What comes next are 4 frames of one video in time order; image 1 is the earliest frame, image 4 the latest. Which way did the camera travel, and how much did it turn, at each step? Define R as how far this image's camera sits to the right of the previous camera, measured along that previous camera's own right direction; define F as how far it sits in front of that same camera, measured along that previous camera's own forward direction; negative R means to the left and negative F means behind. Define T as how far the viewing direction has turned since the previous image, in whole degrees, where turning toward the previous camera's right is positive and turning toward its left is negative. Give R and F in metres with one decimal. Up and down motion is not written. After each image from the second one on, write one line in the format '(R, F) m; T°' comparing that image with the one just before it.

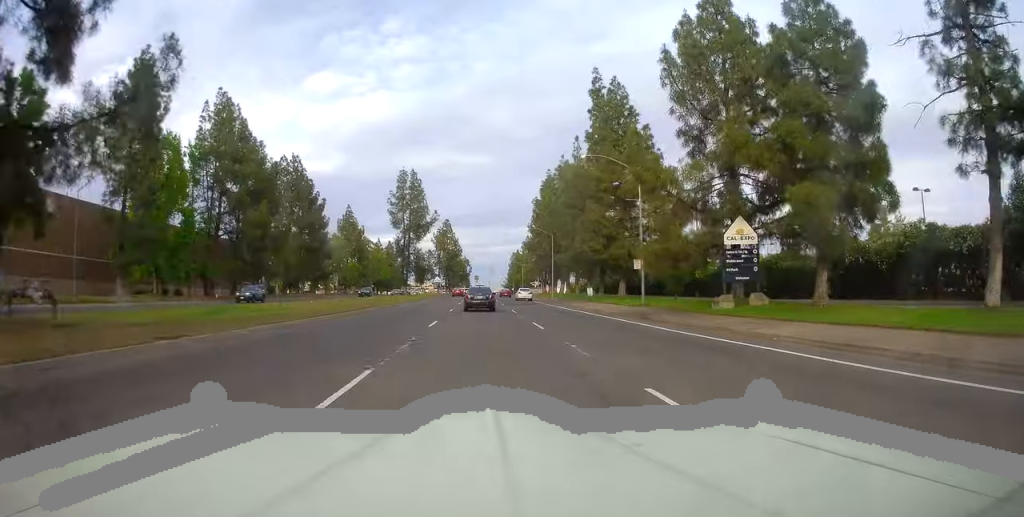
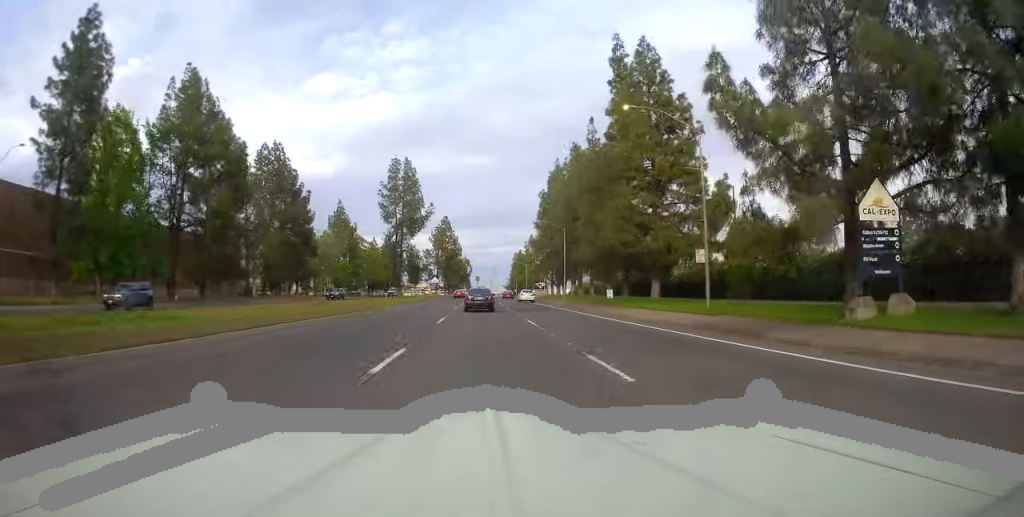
(+0.1, +11.0) m; 0°
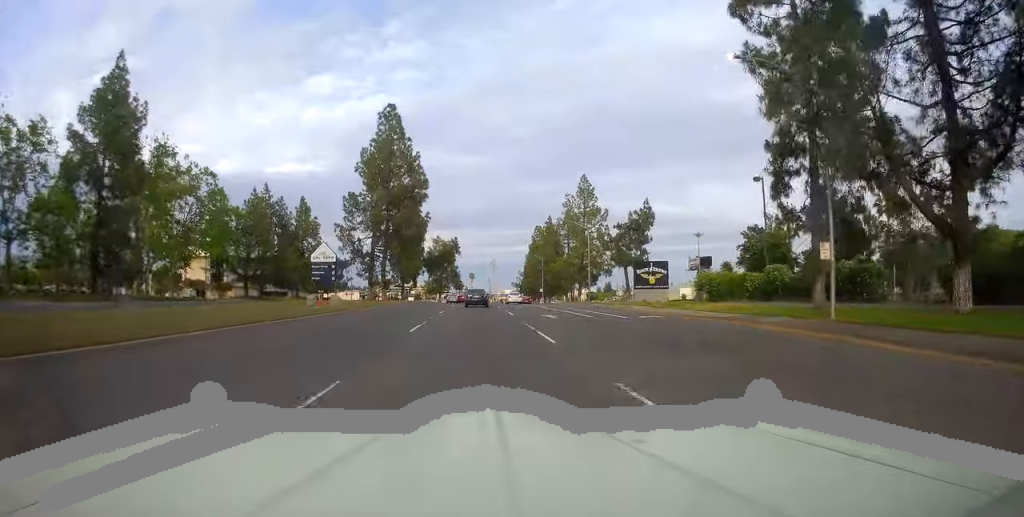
(-0.8, +96.9) m; 0°
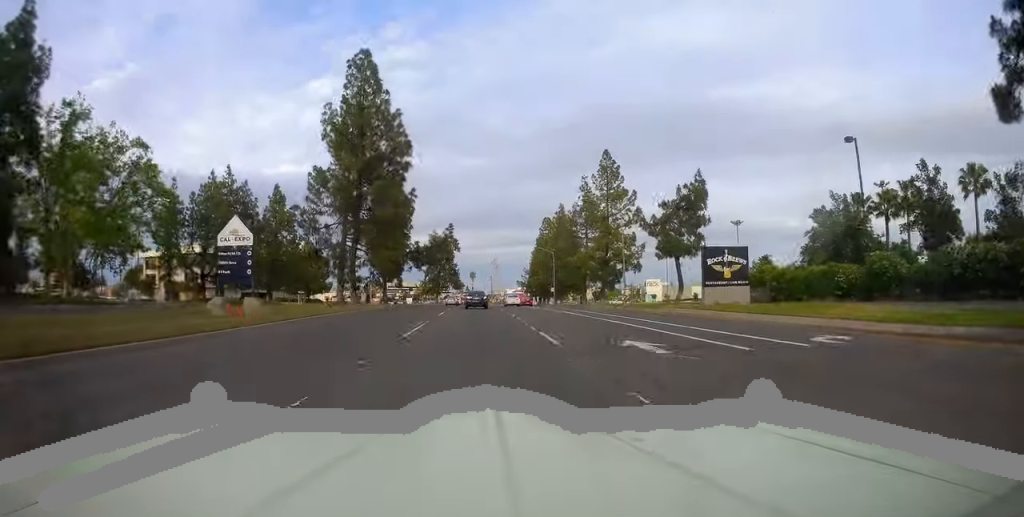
(+0.2, +15.6) m; 0°
